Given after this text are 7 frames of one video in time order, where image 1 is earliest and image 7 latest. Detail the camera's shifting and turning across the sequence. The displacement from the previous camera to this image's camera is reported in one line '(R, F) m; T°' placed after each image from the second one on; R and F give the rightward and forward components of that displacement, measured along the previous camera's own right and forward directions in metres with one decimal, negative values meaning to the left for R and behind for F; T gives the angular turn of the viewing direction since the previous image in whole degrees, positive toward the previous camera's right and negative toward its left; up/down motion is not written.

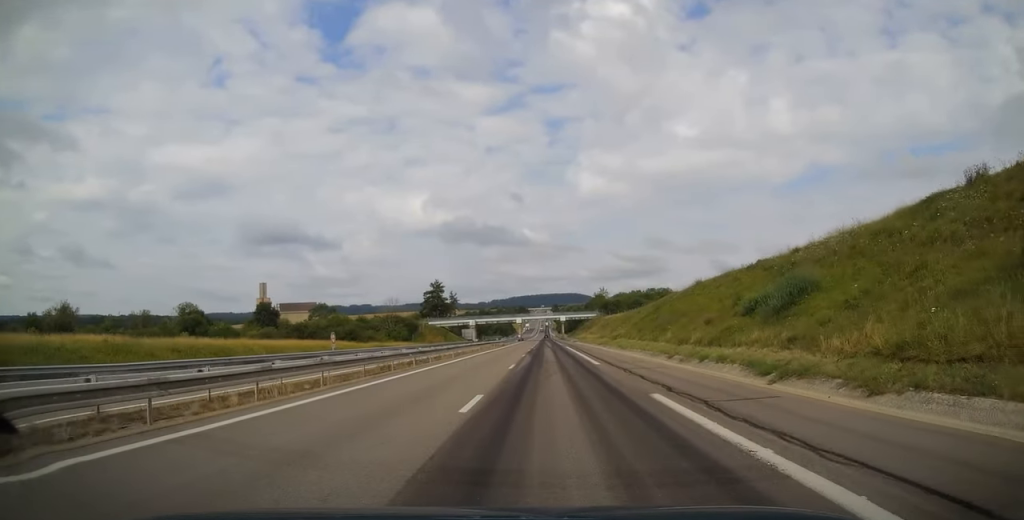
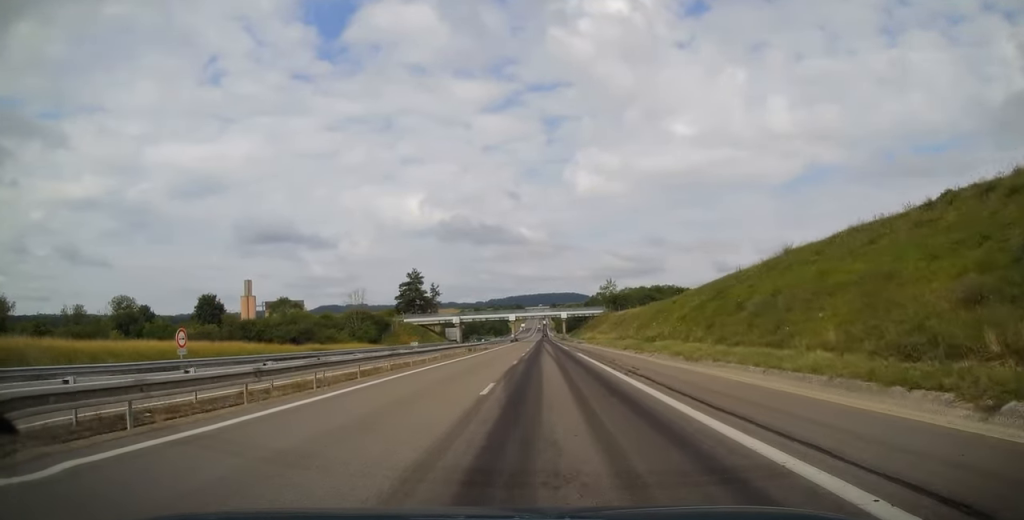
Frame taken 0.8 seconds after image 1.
(-0.1, +24.5) m; 0°
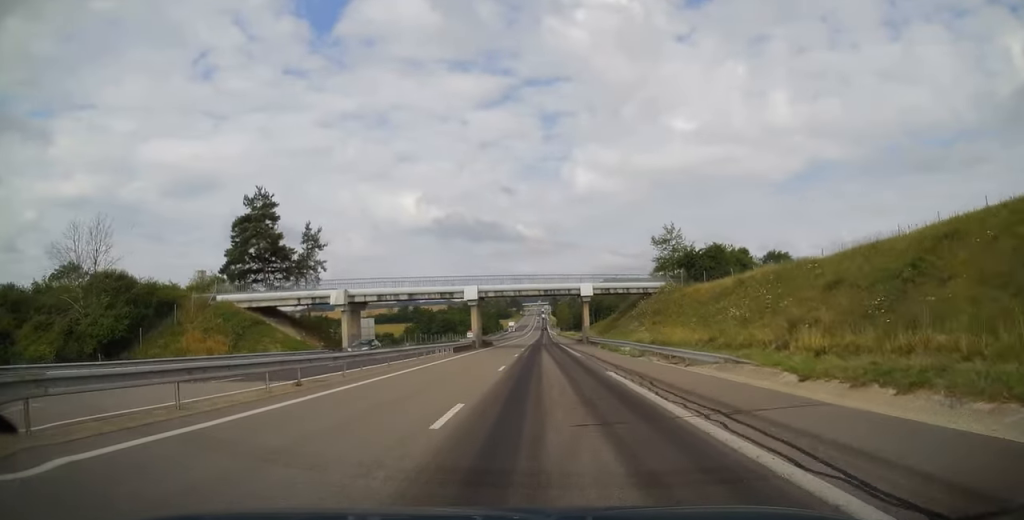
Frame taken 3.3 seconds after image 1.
(-0.9, +73.4) m; -1°
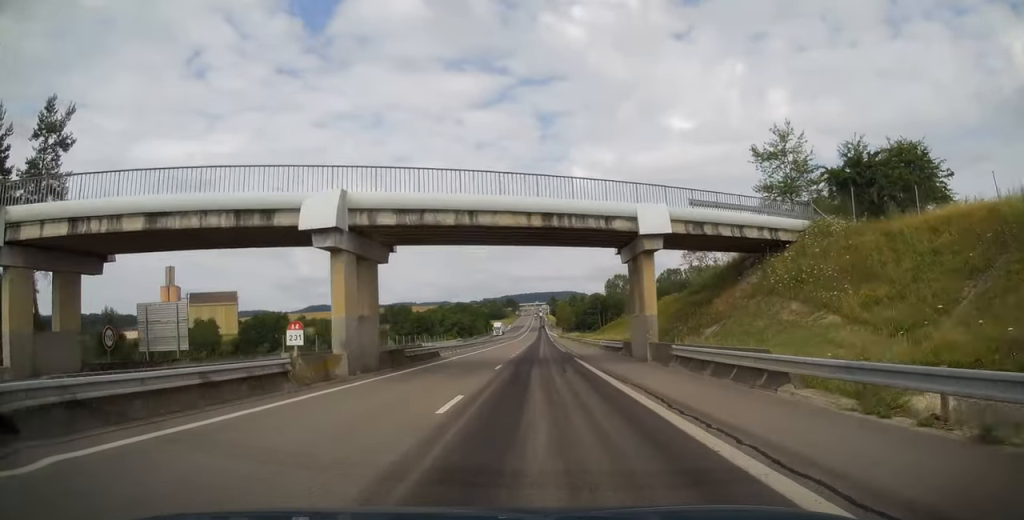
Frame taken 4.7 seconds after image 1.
(-0.1, +39.0) m; 0°
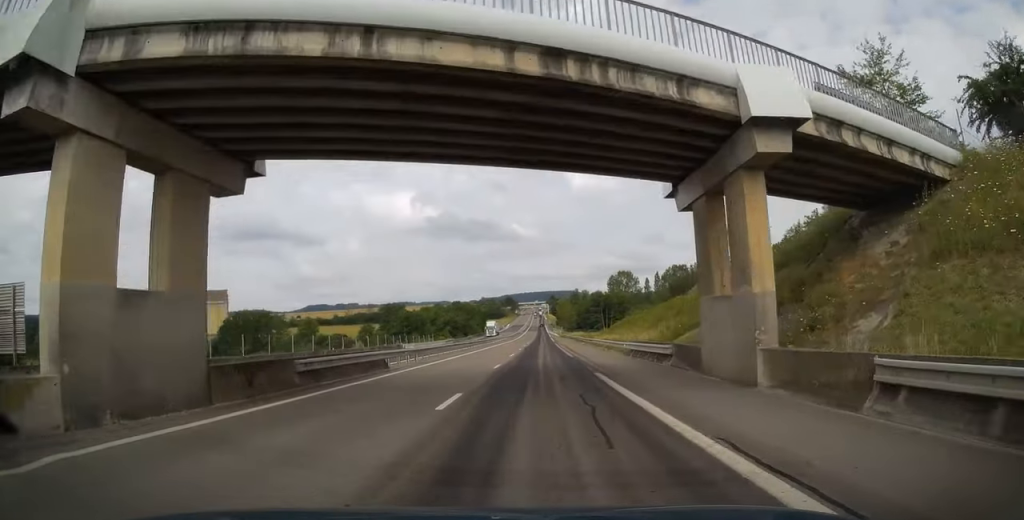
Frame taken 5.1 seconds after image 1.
(0.0, +13.1) m; 0°
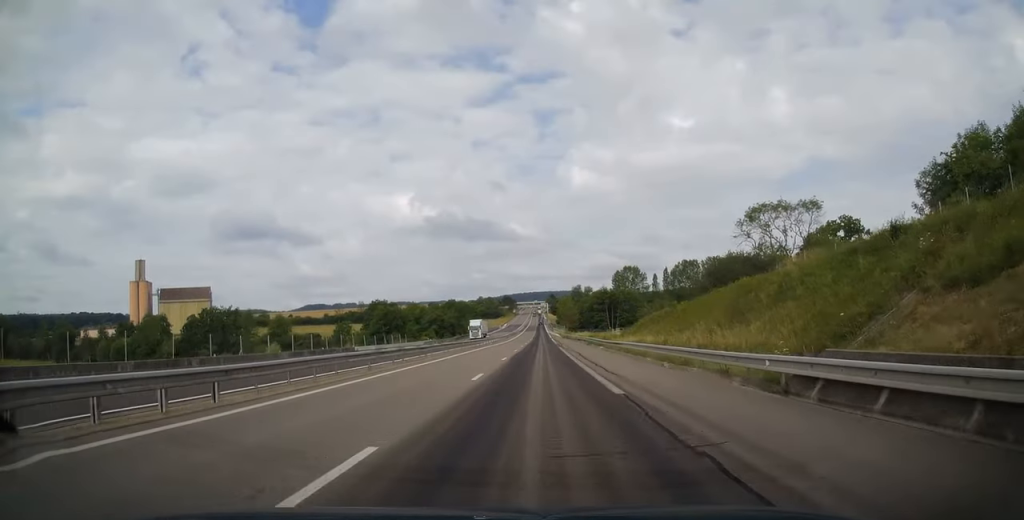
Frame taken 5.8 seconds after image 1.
(+0.2, +20.5) m; +1°
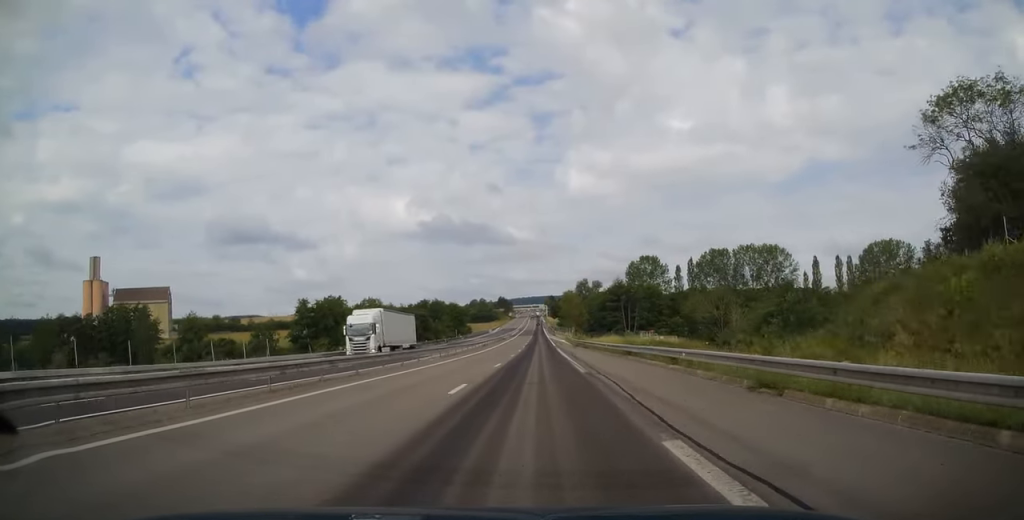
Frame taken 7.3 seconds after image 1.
(+0.1, +44.5) m; 0°
